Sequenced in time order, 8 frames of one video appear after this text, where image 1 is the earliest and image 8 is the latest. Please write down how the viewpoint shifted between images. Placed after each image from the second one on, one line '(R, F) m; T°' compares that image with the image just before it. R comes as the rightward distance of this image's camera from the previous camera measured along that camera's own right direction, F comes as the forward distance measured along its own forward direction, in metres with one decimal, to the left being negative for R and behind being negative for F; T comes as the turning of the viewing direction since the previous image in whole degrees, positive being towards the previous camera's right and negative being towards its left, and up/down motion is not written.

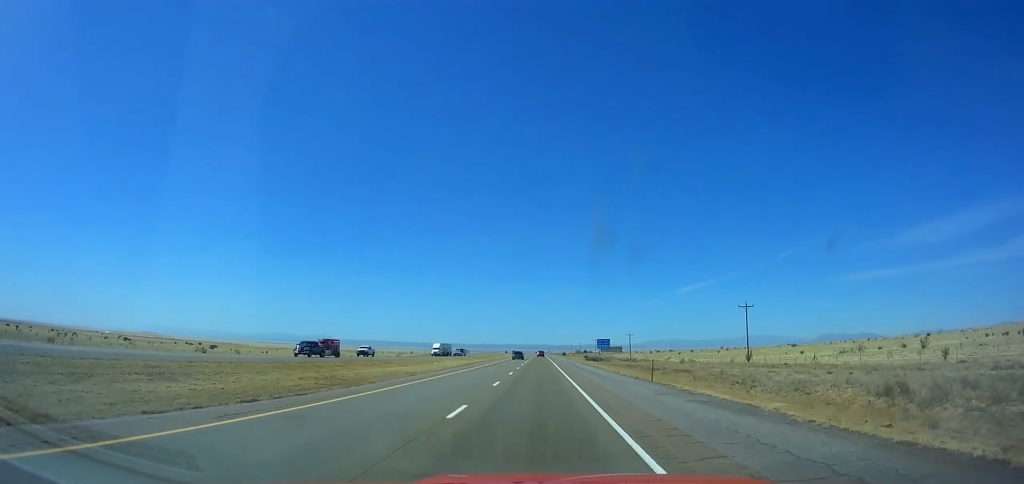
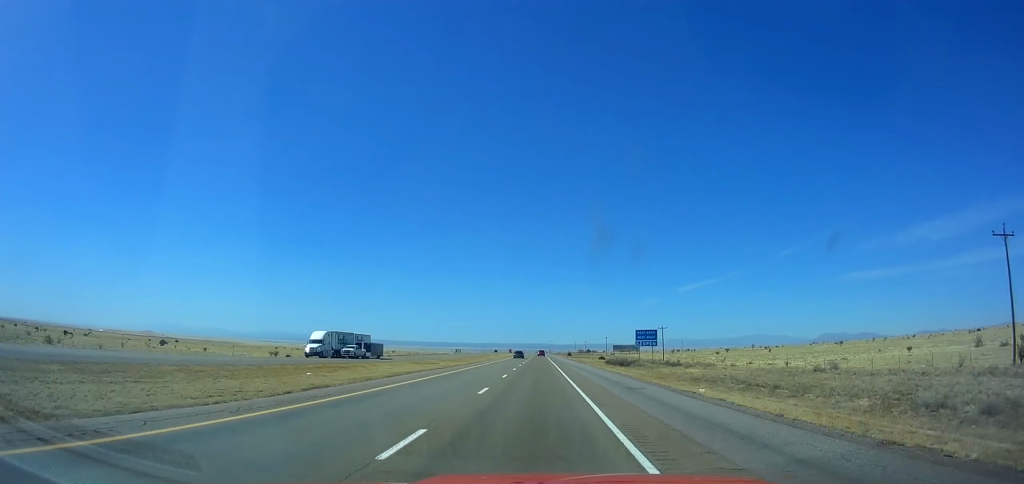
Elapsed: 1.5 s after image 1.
(0.0, +53.3) m; 0°
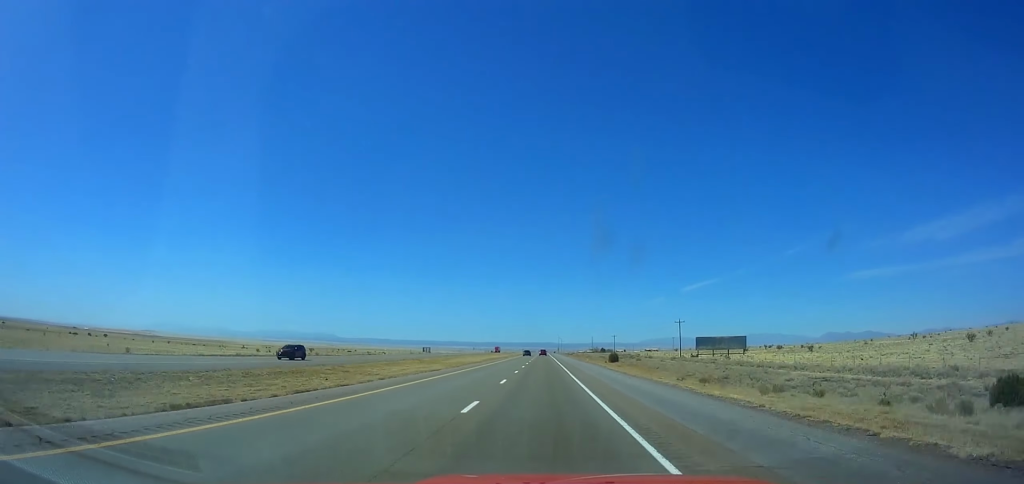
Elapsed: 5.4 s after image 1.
(-0.7, +139.6) m; 0°
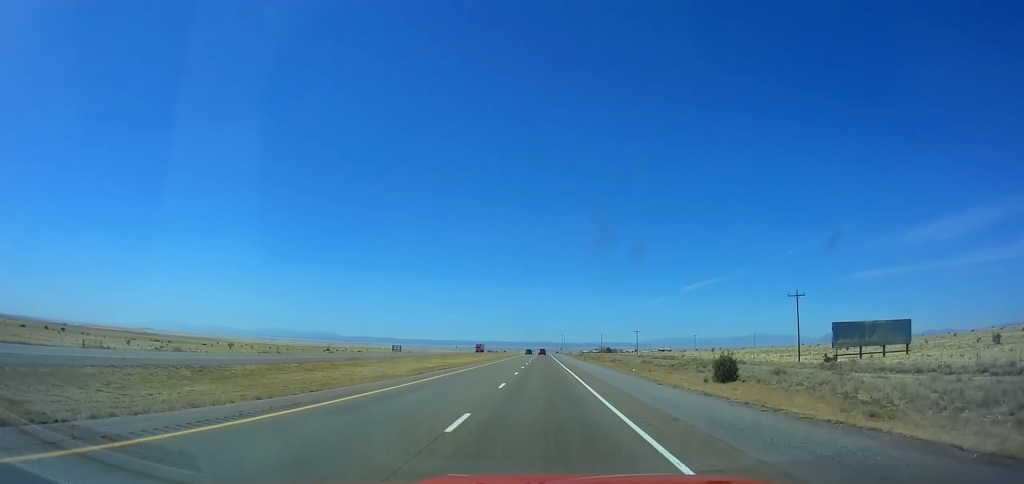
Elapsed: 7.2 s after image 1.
(-0.4, +64.6) m; 0°
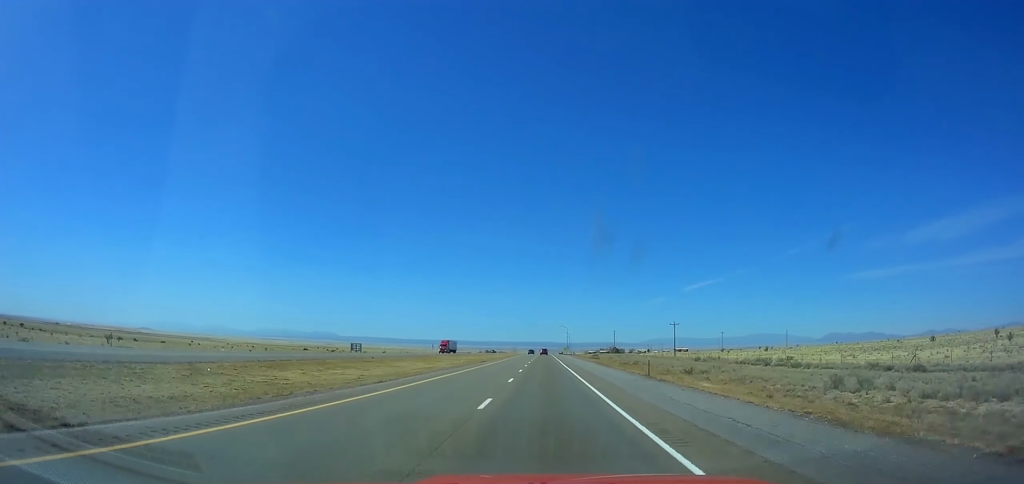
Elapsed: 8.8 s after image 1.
(+0.5, +57.5) m; 0°
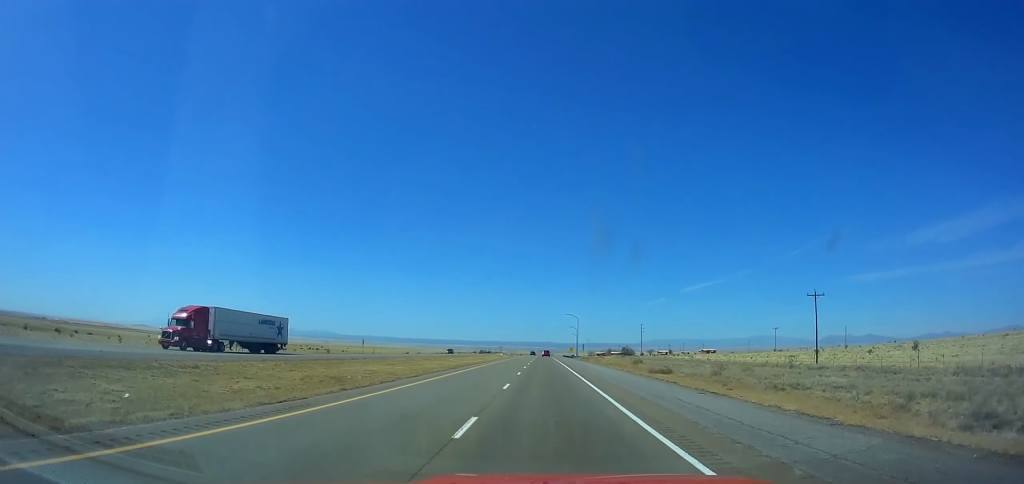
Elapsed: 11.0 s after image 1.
(0.0, +78.8) m; 0°
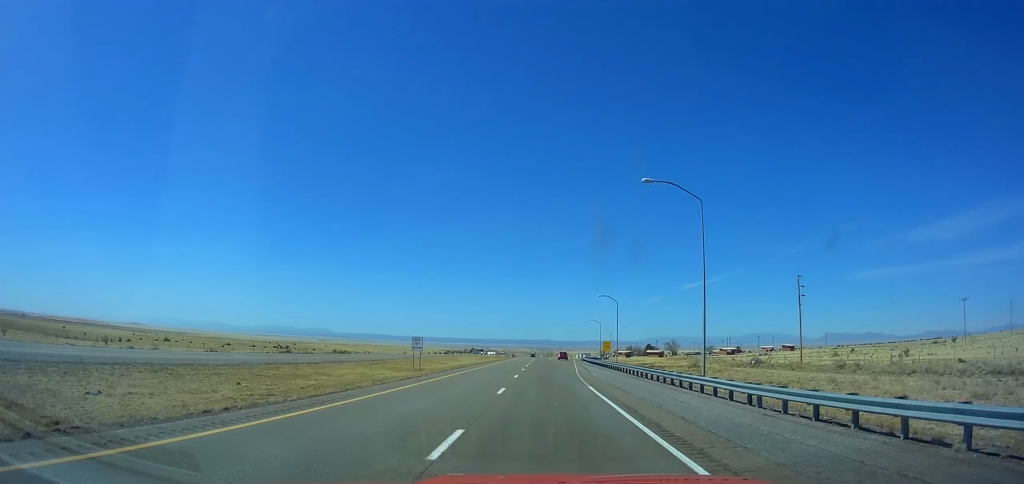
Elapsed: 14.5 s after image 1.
(-0.1, +125.3) m; 0°
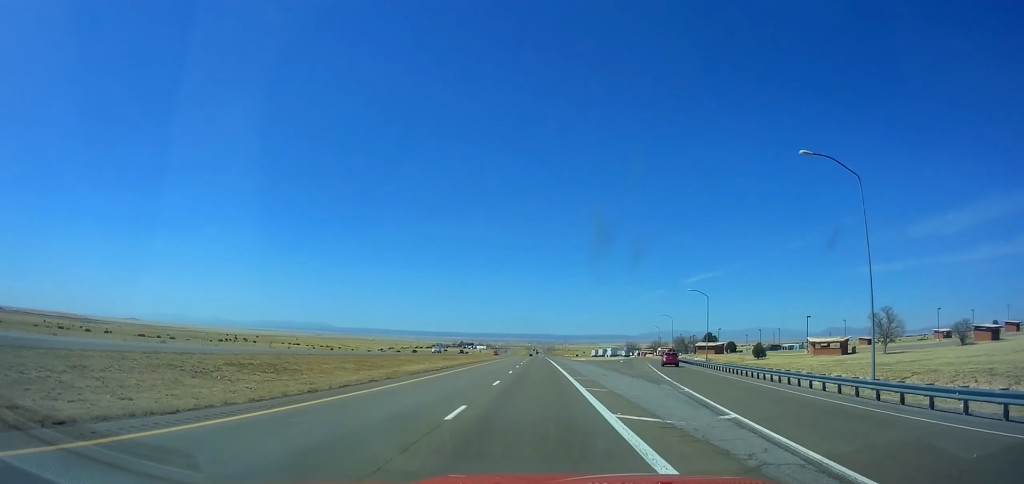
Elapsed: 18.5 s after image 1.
(-0.4, +143.1) m; 0°
